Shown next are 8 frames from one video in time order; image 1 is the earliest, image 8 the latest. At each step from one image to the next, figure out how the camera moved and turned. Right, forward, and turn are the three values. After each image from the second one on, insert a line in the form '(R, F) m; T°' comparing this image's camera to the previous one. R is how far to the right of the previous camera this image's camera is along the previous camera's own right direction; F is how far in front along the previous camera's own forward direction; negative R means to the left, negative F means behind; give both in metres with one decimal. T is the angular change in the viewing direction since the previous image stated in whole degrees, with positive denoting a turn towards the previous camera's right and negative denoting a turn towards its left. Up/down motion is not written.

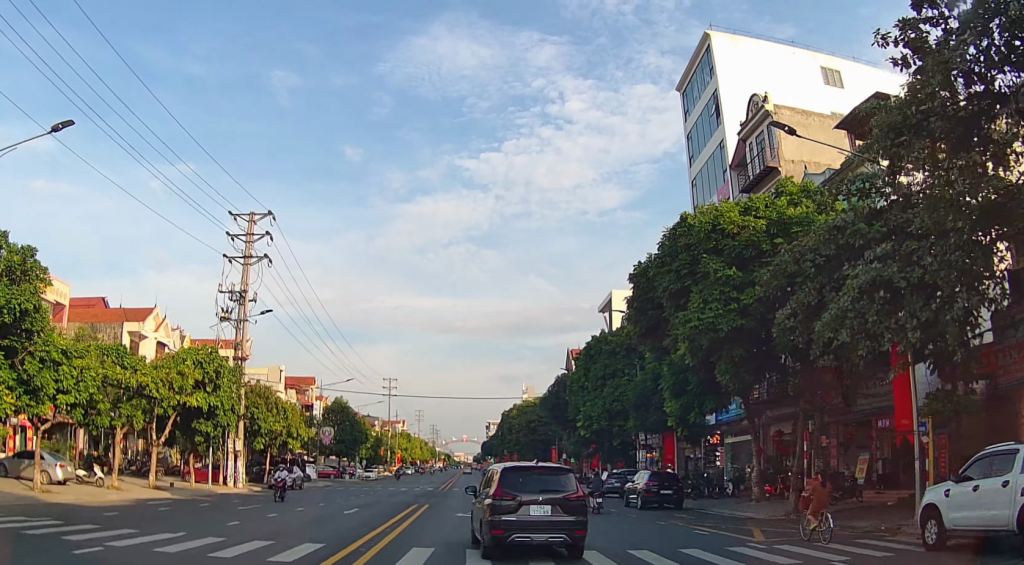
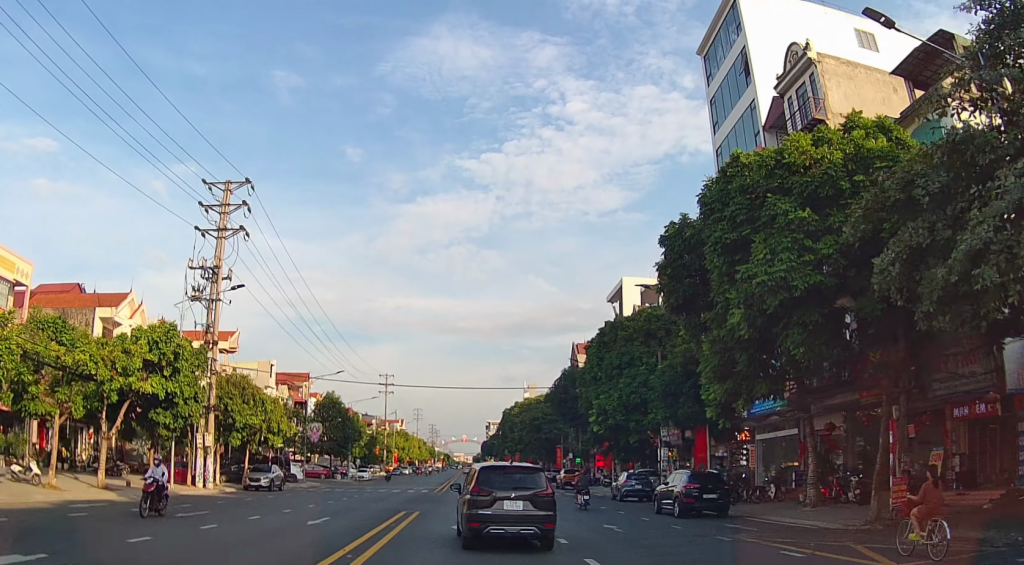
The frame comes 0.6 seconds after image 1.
(+0.1, +5.9) m; 0°
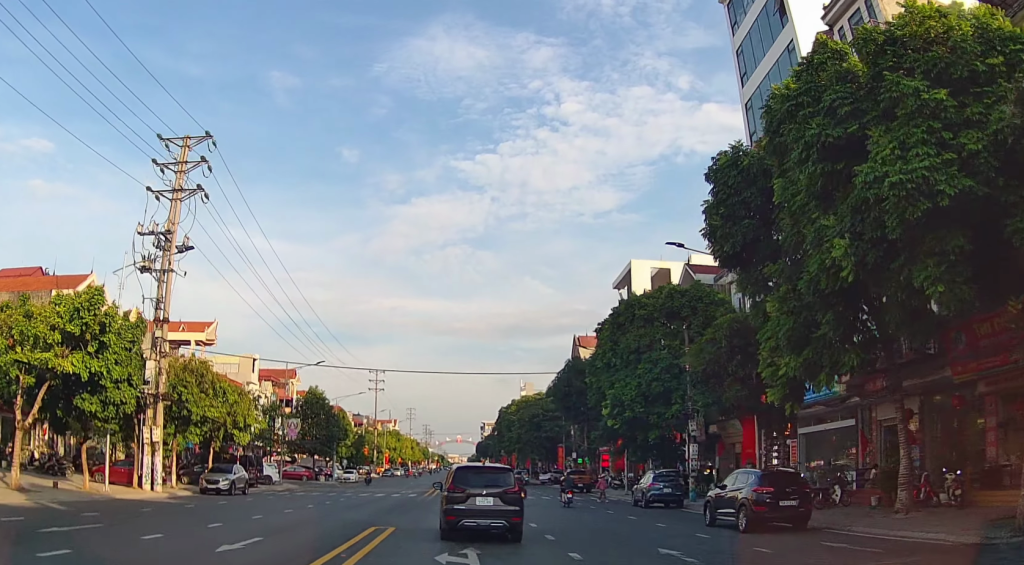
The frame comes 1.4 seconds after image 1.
(+0.1, +7.2) m; 0°
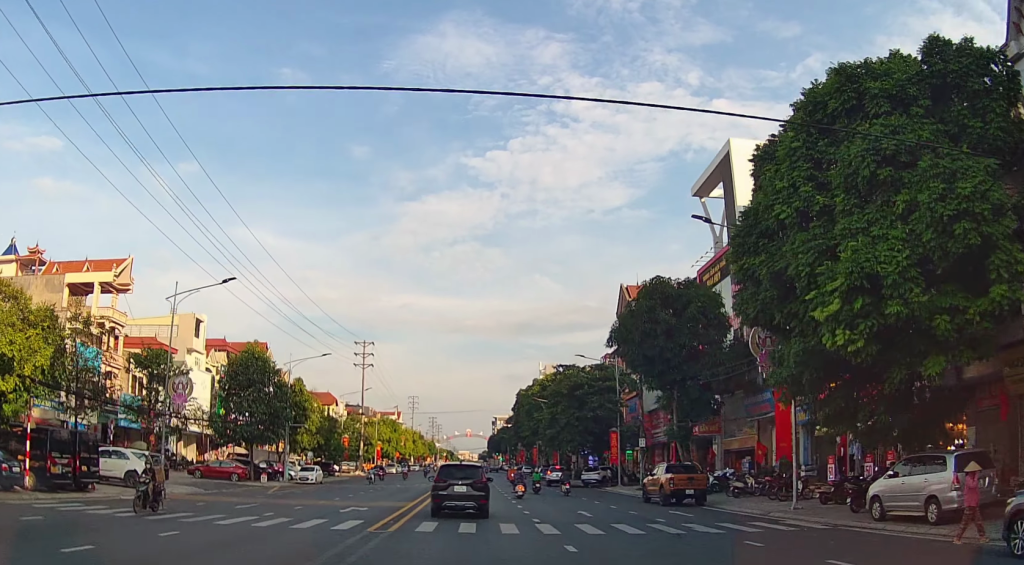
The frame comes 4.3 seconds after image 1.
(+0.5, +27.3) m; +1°
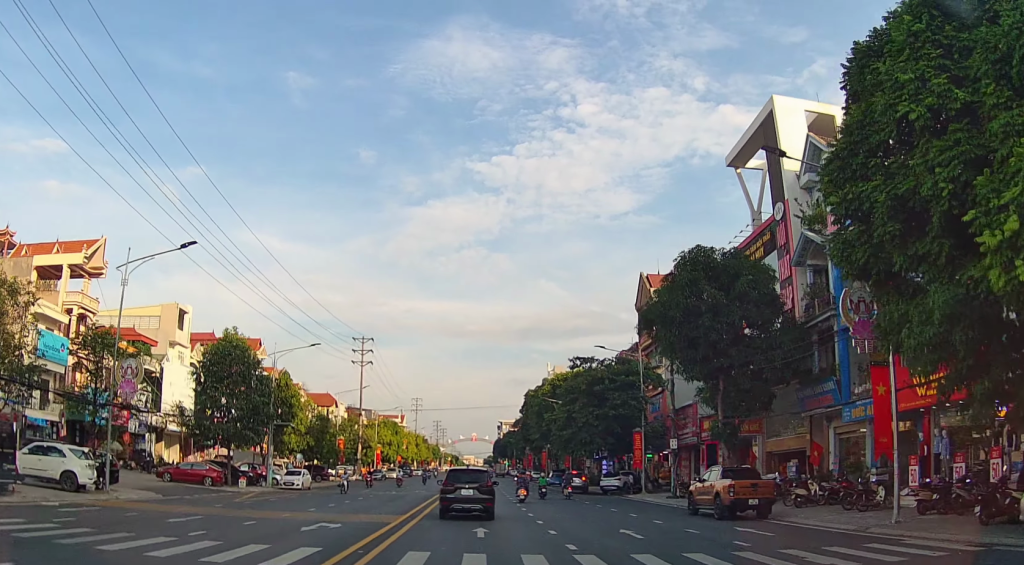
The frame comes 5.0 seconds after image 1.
(0.0, +6.9) m; -1°
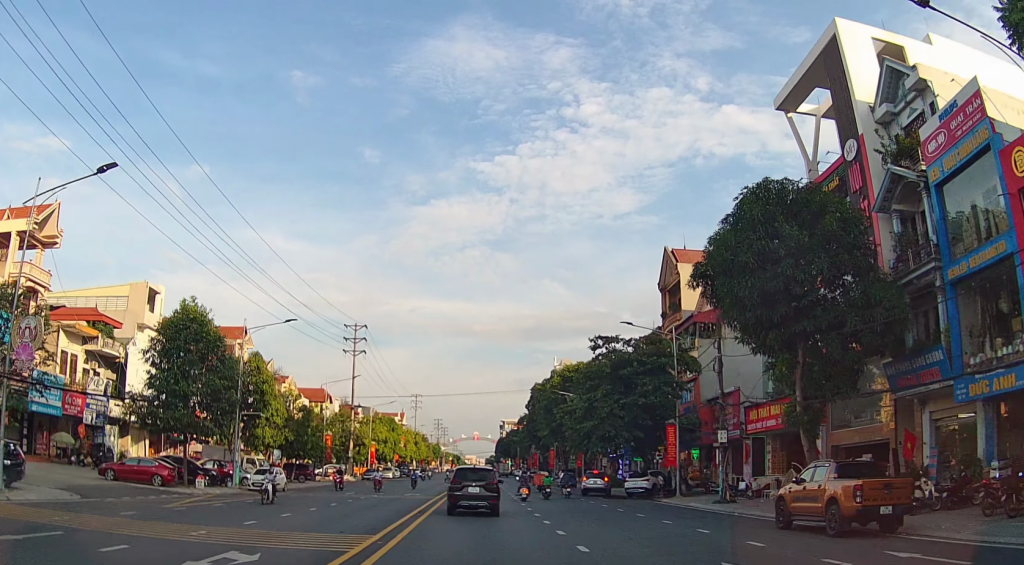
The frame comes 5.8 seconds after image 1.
(-0.1, +8.0) m; 0°
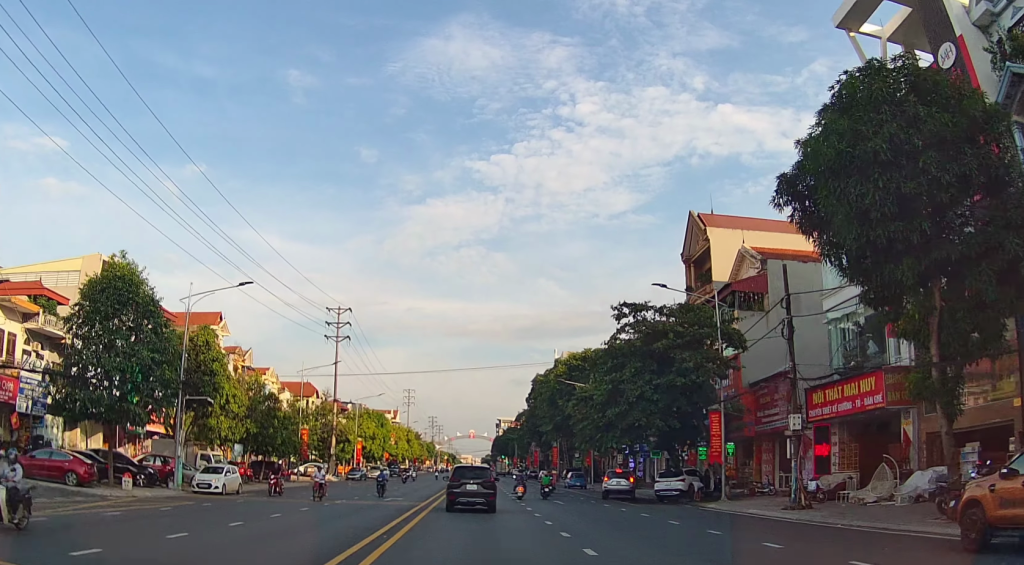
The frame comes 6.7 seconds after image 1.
(0.0, +9.4) m; 0°
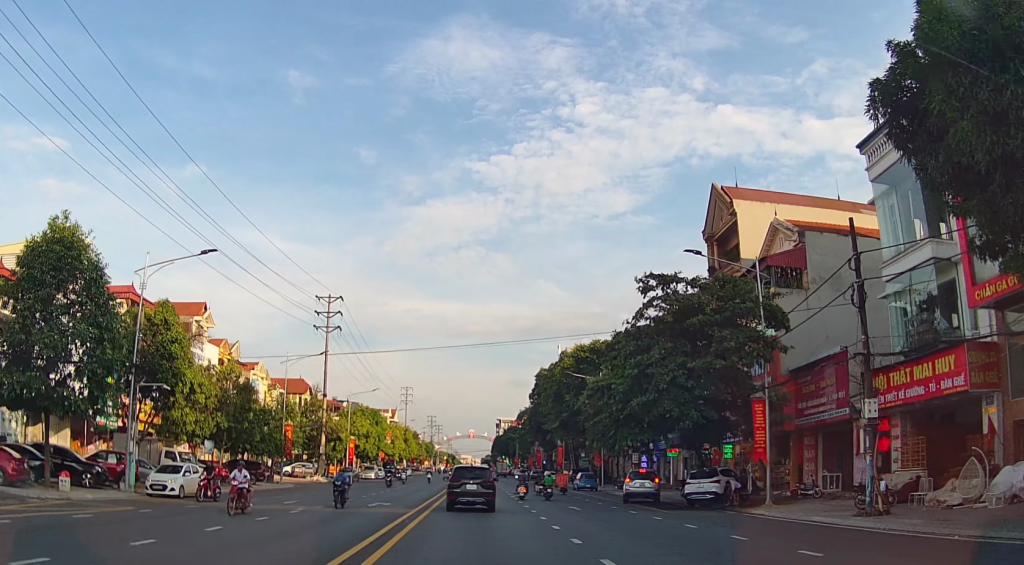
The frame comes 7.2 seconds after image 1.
(0.0, +5.4) m; 0°
